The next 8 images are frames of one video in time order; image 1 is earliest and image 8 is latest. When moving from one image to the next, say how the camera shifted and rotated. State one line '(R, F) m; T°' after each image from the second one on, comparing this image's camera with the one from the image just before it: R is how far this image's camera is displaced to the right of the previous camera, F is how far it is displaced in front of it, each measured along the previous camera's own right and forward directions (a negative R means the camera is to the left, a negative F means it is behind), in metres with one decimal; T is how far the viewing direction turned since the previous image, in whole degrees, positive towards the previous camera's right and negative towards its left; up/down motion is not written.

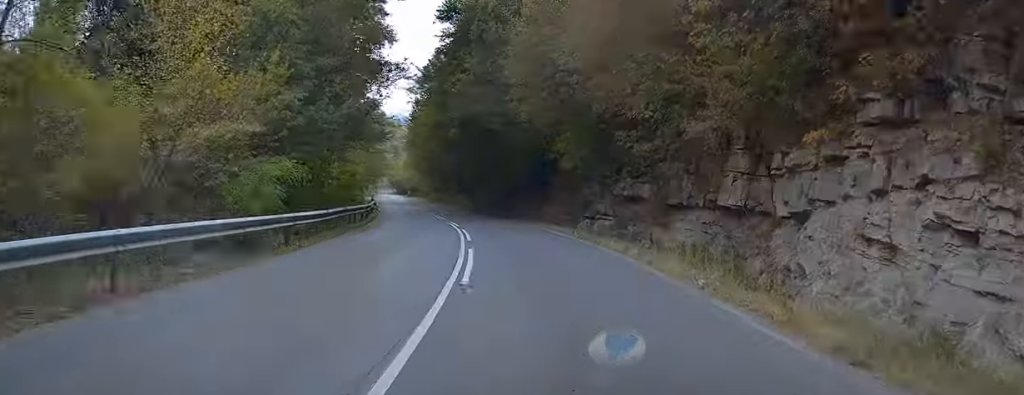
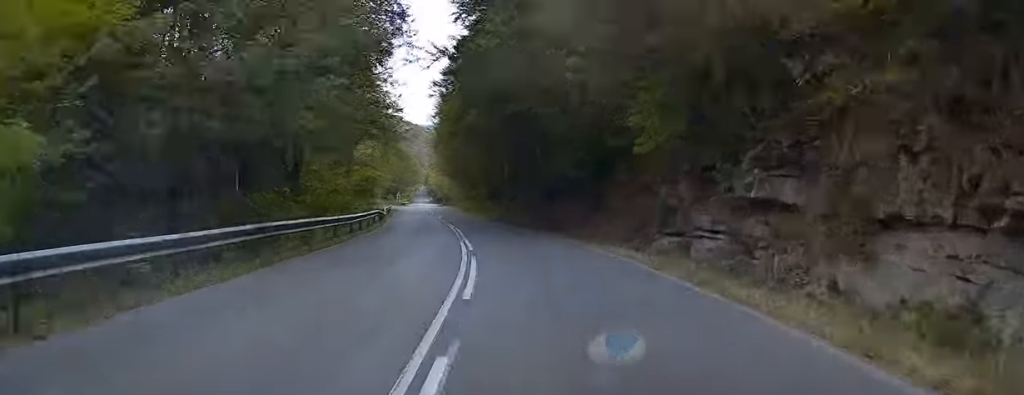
(-0.4, +10.4) m; -3°
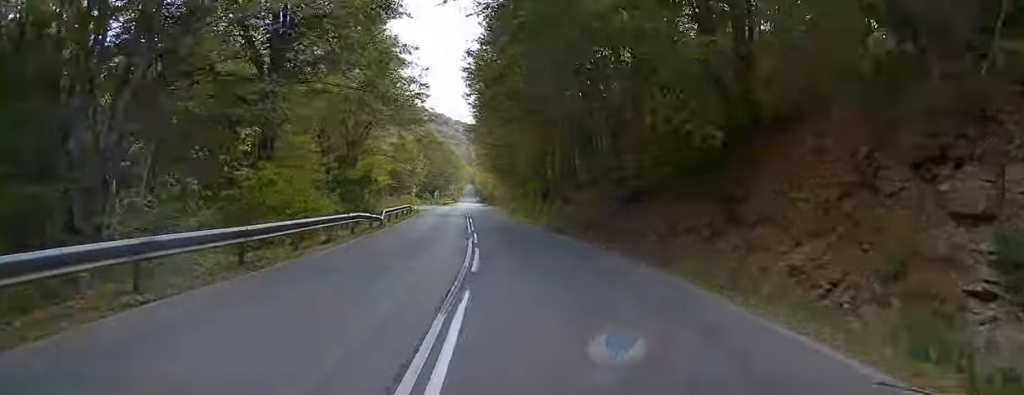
(-0.4, +13.7) m; -4°
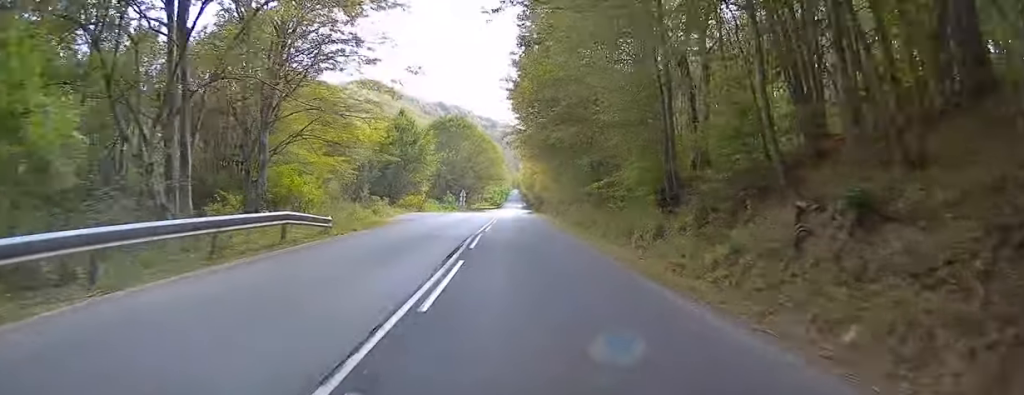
(-2.0, +32.3) m; -5°
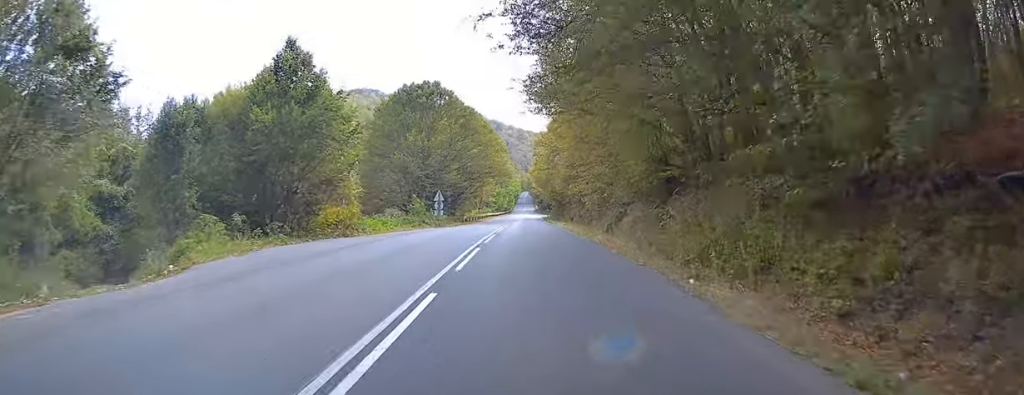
(-0.8, +31.3) m; -2°
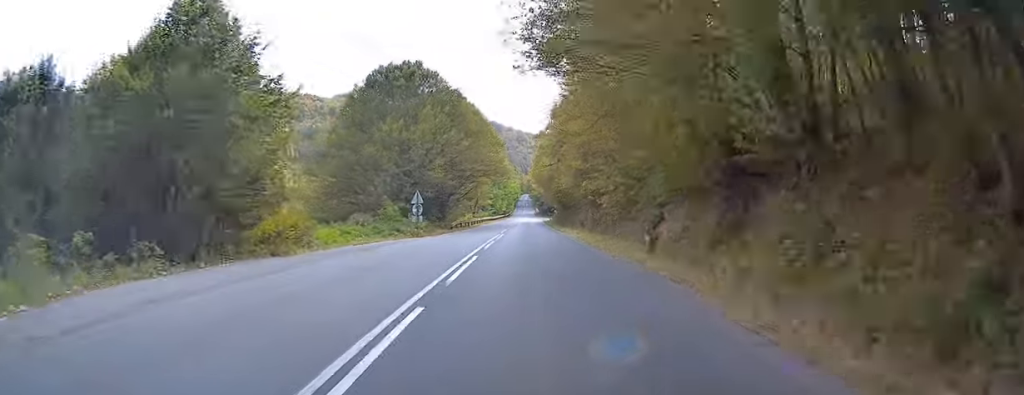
(+0.1, +9.9) m; 0°
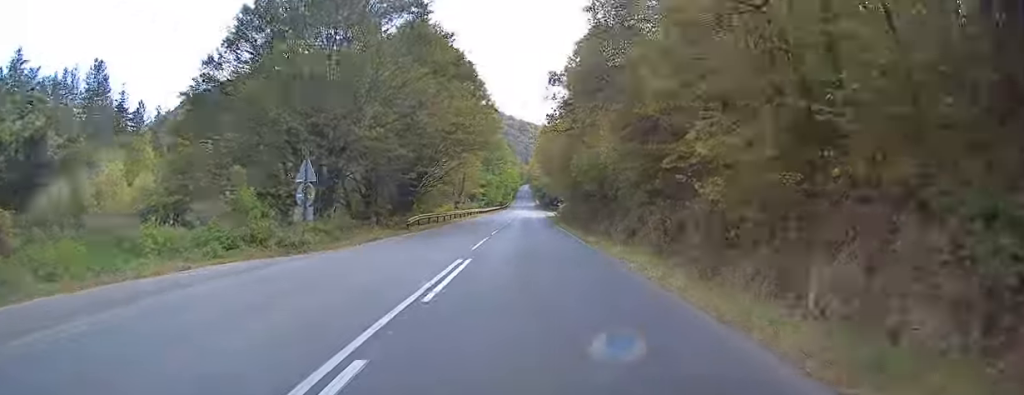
(-0.1, +20.9) m; 0°
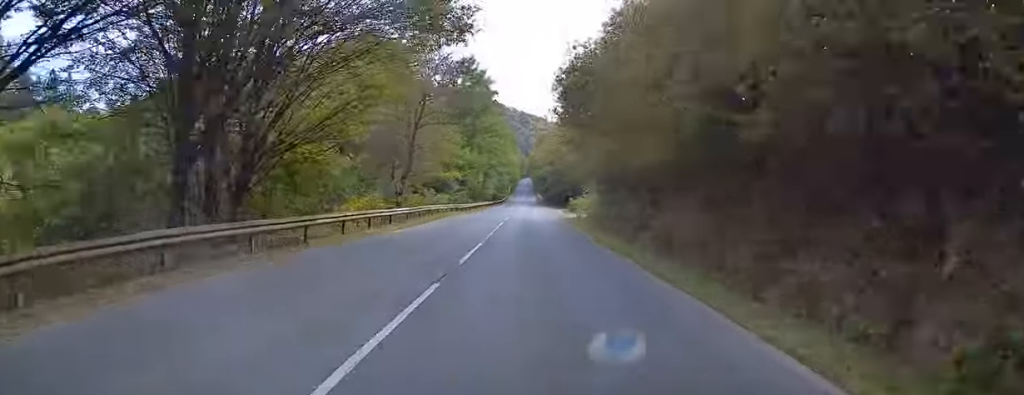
(0.0, +33.0) m; 0°
